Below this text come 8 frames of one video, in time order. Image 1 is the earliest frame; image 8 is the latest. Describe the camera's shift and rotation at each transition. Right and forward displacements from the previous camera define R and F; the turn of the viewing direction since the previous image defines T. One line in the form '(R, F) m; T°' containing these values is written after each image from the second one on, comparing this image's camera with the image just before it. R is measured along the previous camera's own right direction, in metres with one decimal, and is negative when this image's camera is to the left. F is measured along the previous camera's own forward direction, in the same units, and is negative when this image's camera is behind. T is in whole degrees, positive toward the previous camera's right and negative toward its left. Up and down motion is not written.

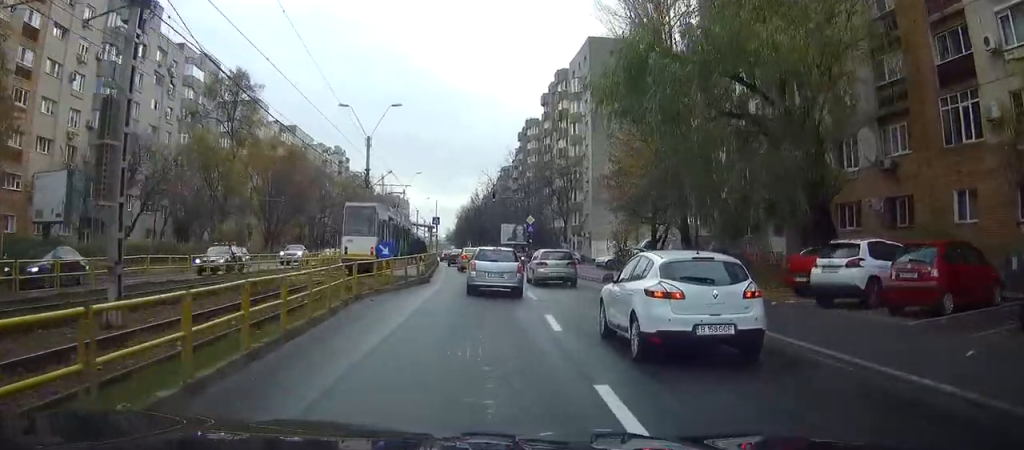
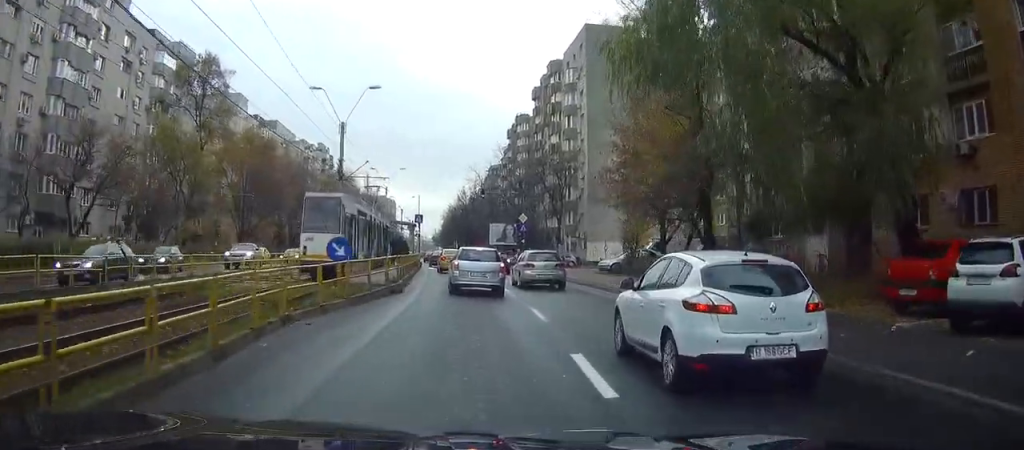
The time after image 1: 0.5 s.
(0.0, +5.8) m; +1°
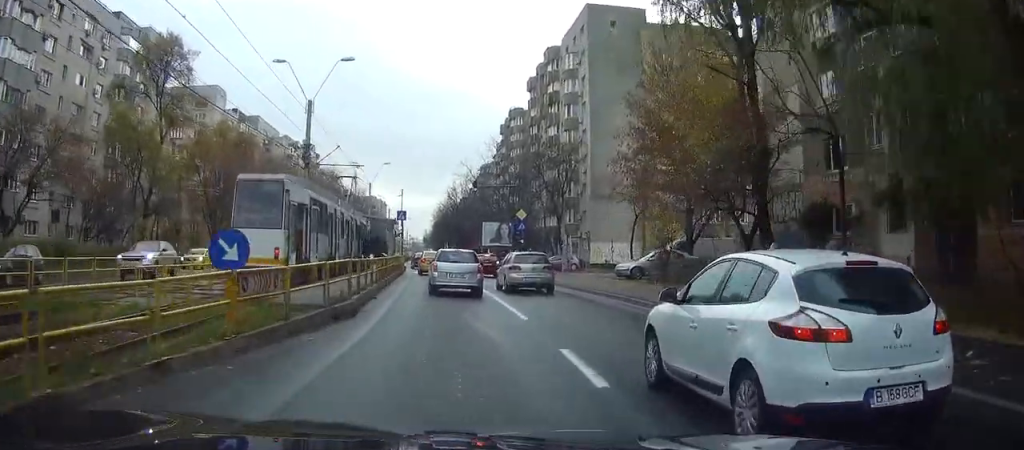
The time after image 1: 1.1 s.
(+0.1, +7.4) m; +1°
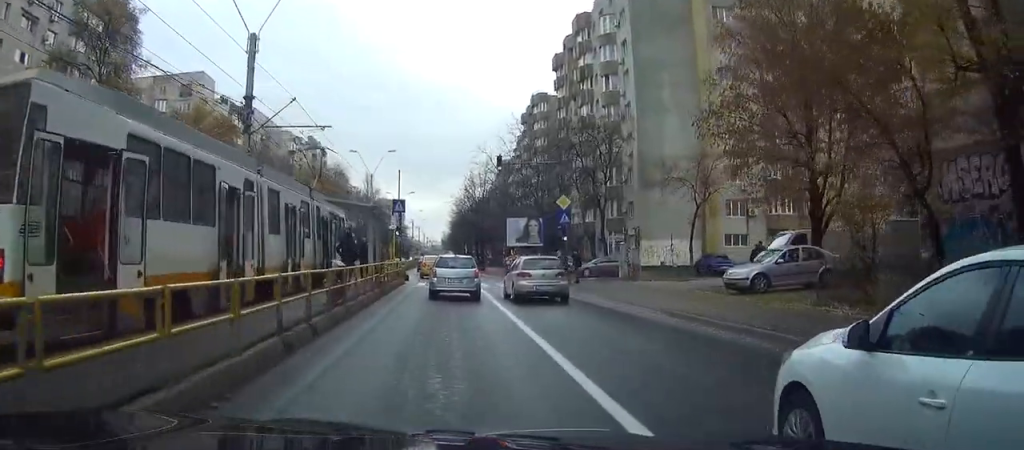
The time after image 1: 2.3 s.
(0.0, +13.7) m; 0°
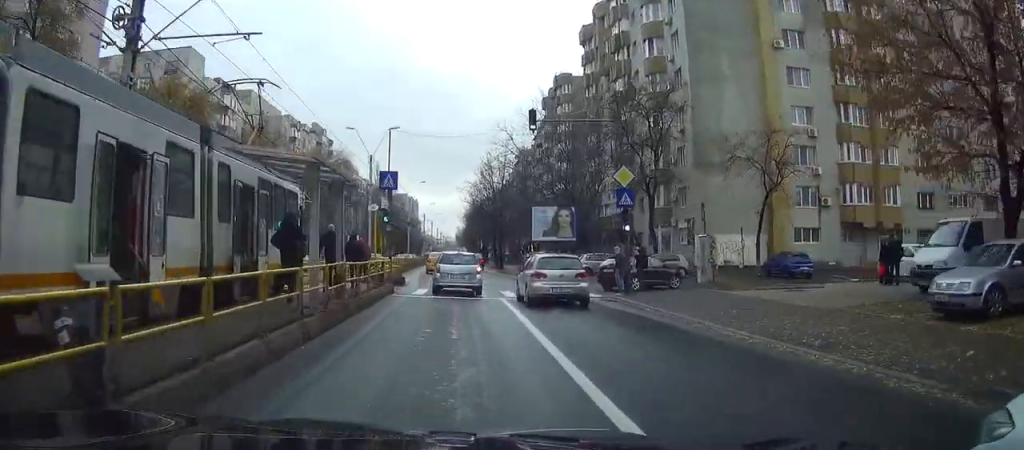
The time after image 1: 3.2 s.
(-0.1, +10.5) m; -2°
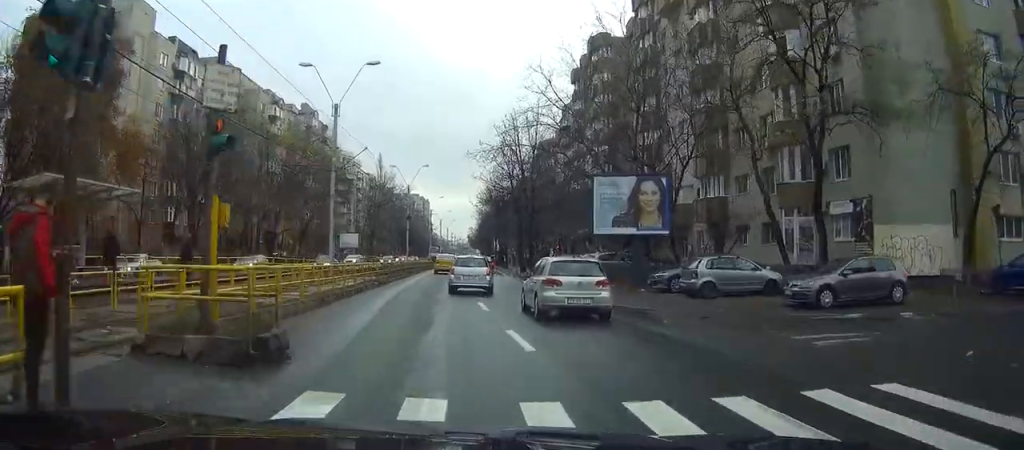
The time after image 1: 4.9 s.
(-0.9, +20.7) m; -2°
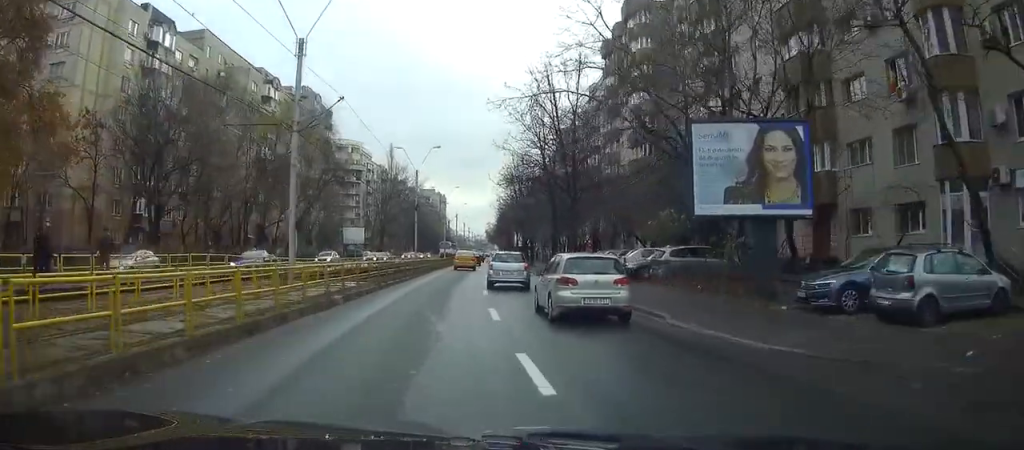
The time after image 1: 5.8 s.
(+0.1, +11.5) m; 0°
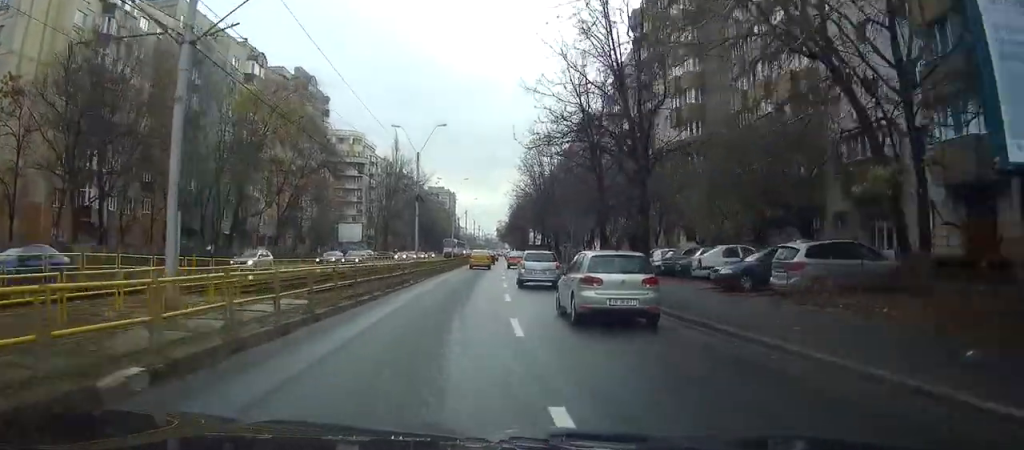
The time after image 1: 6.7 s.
(0.0, +11.6) m; 0°
